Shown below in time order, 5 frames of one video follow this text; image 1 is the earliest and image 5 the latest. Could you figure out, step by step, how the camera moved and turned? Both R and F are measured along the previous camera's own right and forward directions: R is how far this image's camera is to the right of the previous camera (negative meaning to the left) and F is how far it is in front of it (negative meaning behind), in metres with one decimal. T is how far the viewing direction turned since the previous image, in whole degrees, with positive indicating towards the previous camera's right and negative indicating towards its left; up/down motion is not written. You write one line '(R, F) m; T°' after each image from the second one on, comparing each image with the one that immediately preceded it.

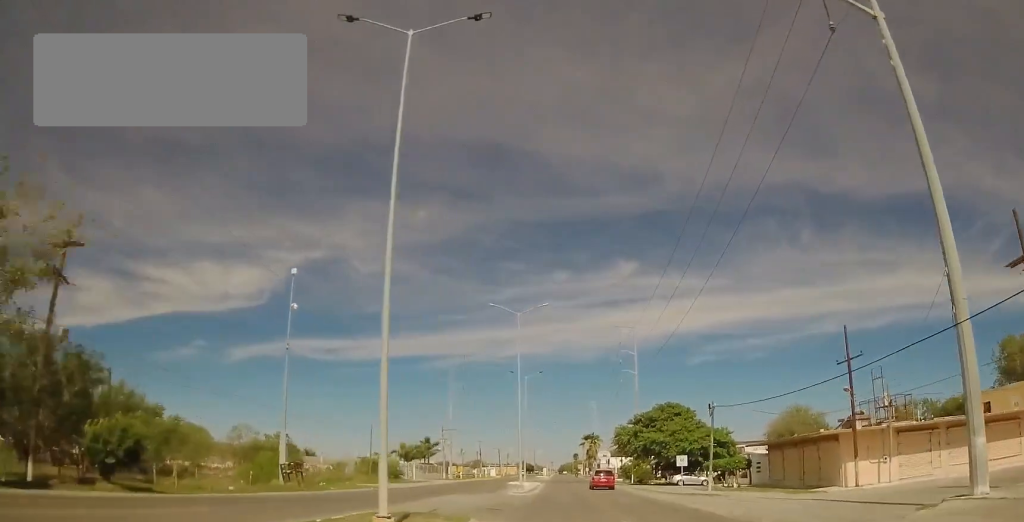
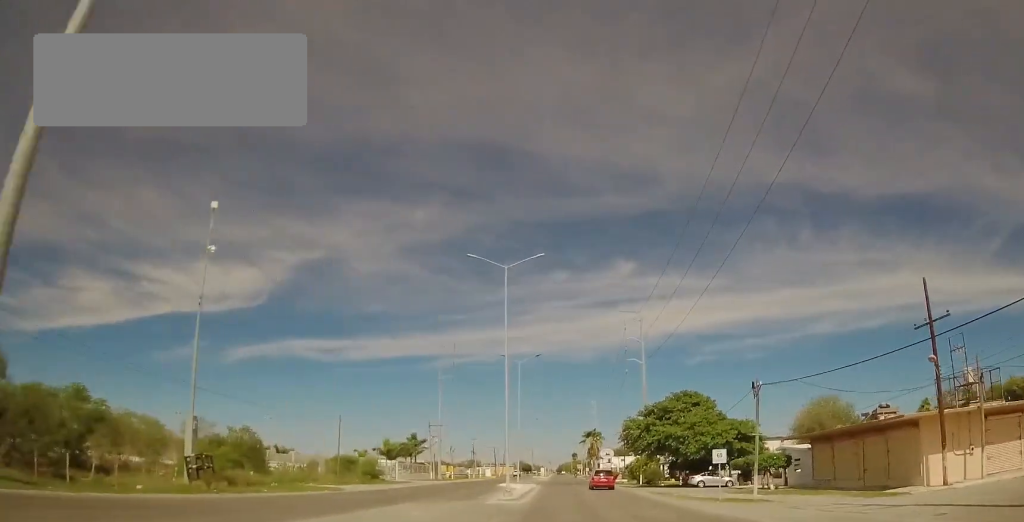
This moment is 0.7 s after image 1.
(-0.8, +10.6) m; -1°
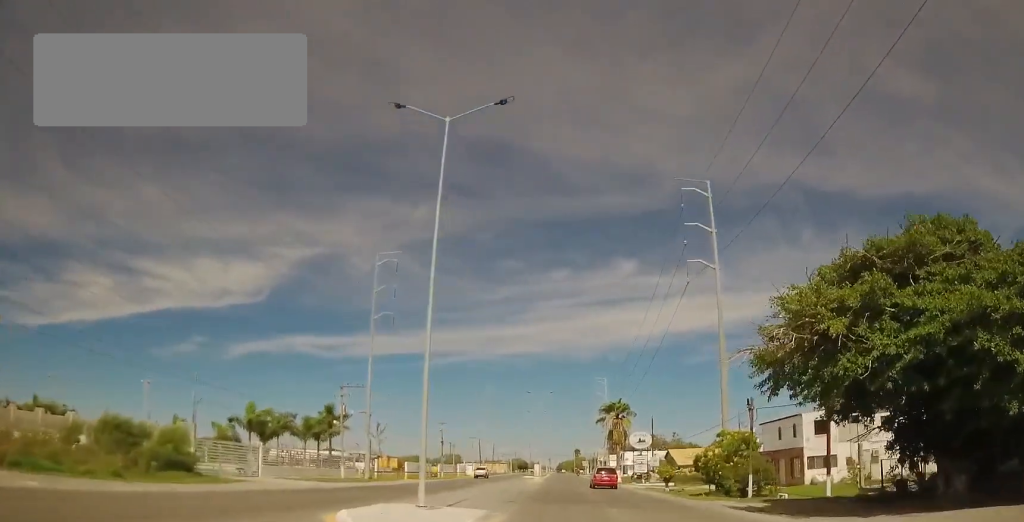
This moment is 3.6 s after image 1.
(+0.6, +45.0) m; +1°
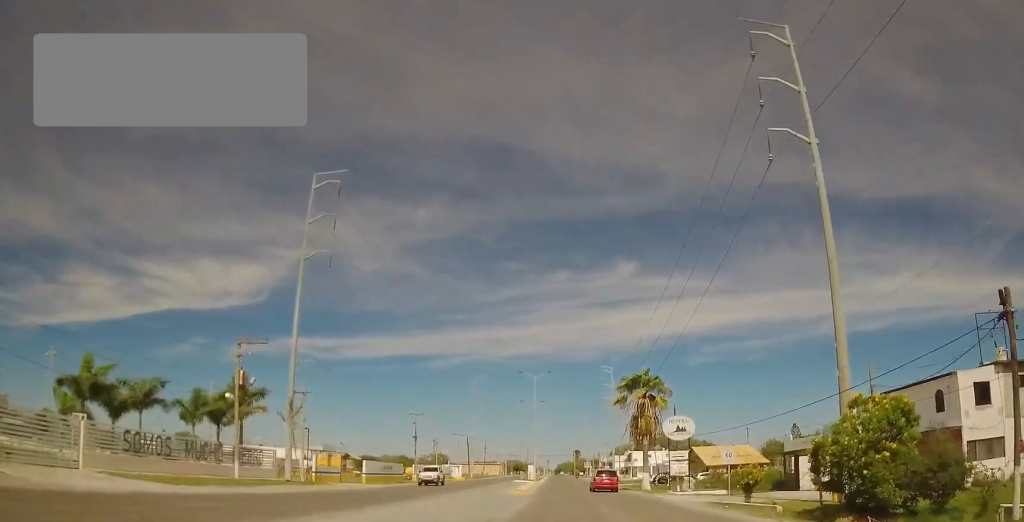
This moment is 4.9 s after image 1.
(-0.2, +22.2) m; -2°
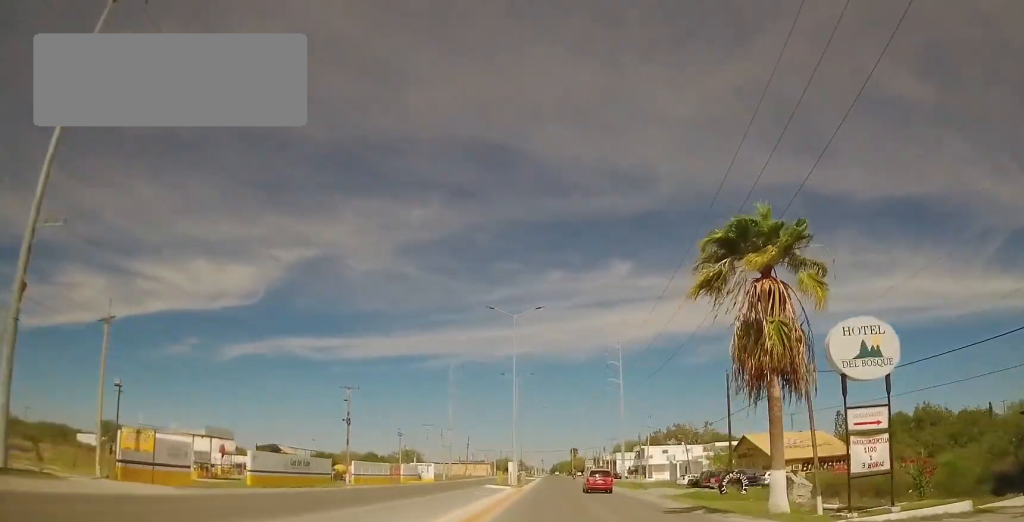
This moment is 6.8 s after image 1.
(+0.6, +30.5) m; +2°
